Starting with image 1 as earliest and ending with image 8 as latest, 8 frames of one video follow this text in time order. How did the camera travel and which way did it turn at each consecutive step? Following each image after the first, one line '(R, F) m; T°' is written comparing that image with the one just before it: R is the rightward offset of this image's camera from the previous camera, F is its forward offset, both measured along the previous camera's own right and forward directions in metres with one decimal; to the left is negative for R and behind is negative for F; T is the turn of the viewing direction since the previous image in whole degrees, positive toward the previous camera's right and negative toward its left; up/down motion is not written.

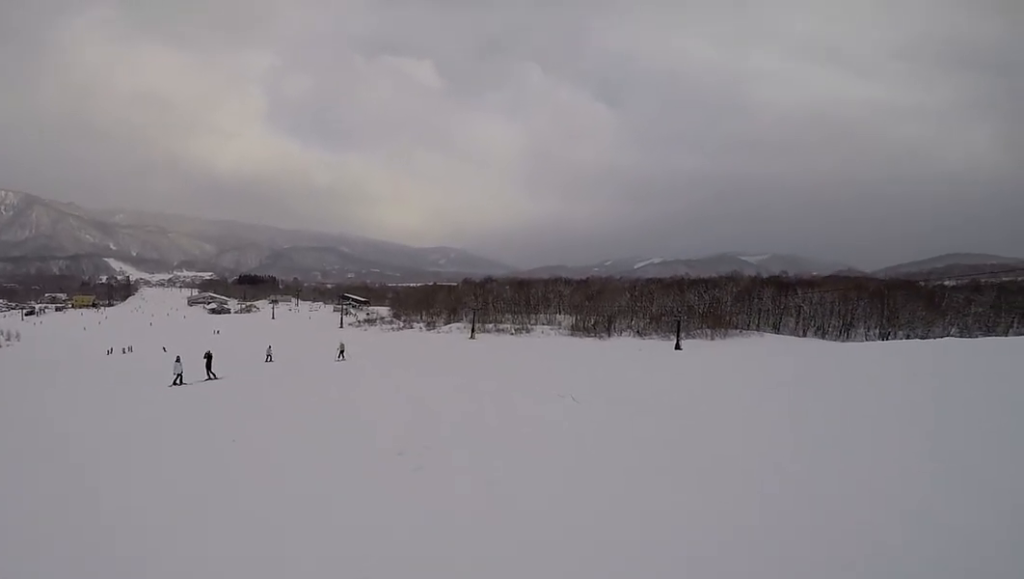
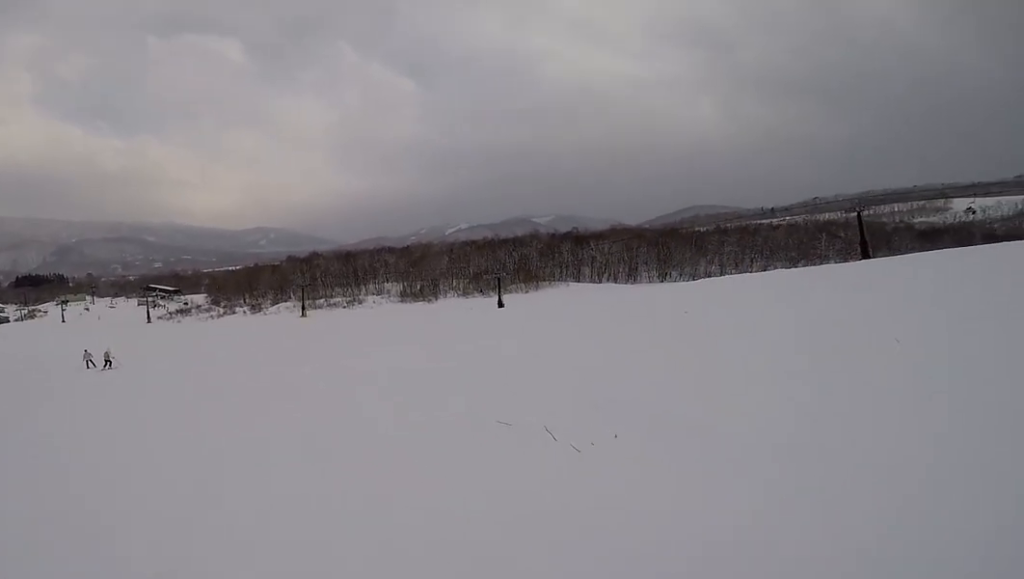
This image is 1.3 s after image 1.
(+1.3, +4.4) m; +8°
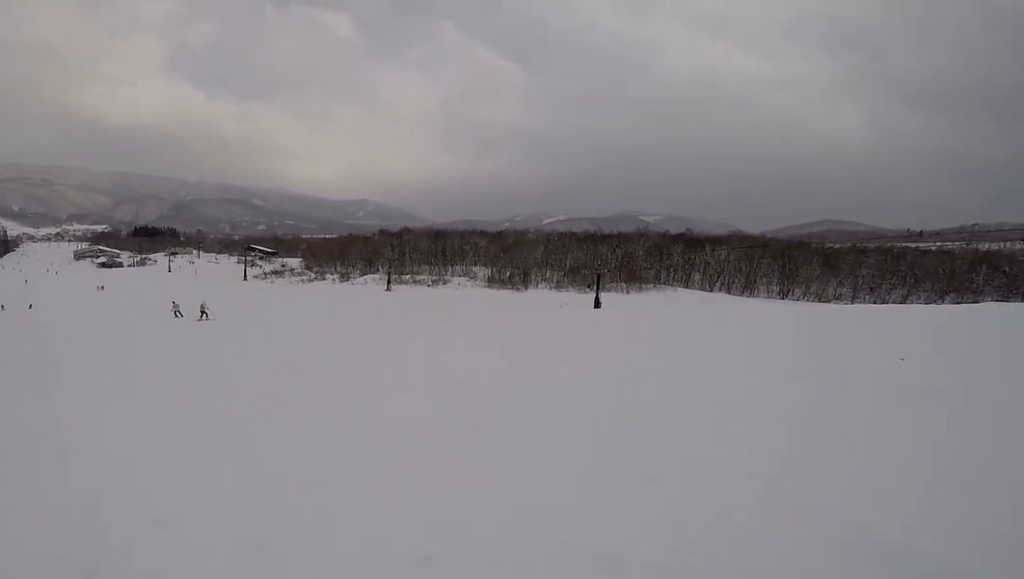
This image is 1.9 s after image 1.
(-0.1, +2.6) m; -11°
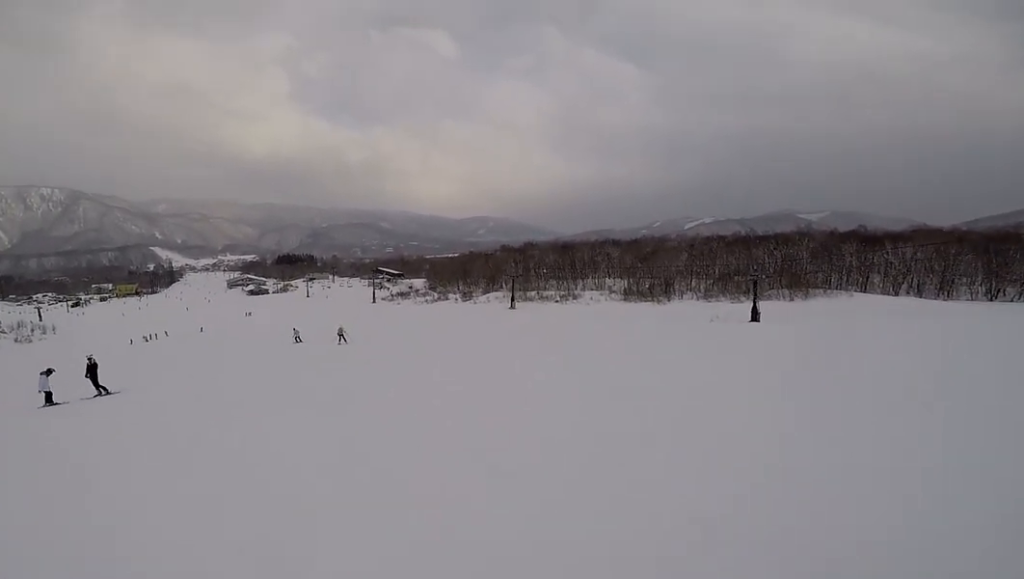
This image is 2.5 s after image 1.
(-0.2, +2.2) m; -12°
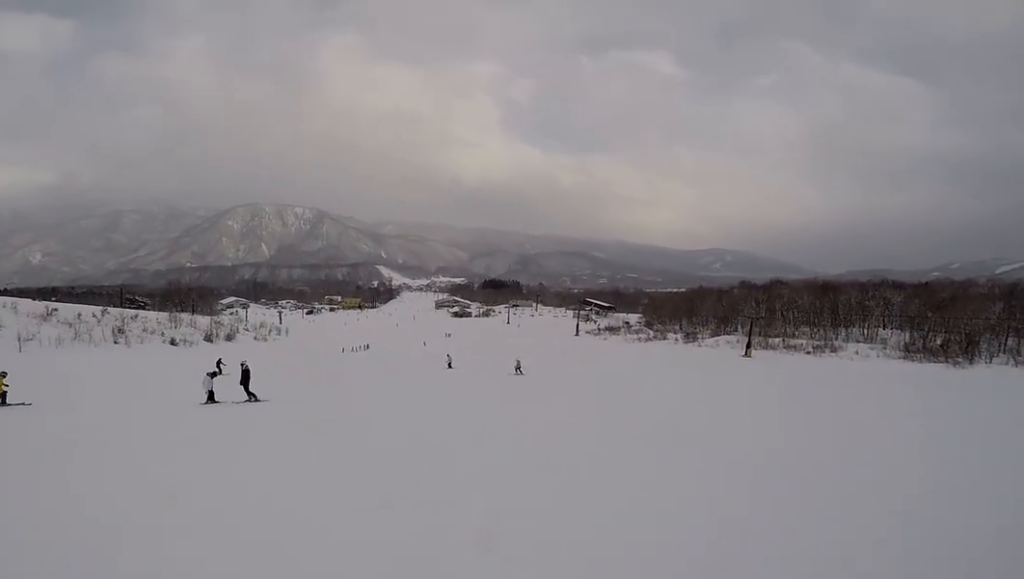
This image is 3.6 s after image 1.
(-1.0, +4.4) m; -12°
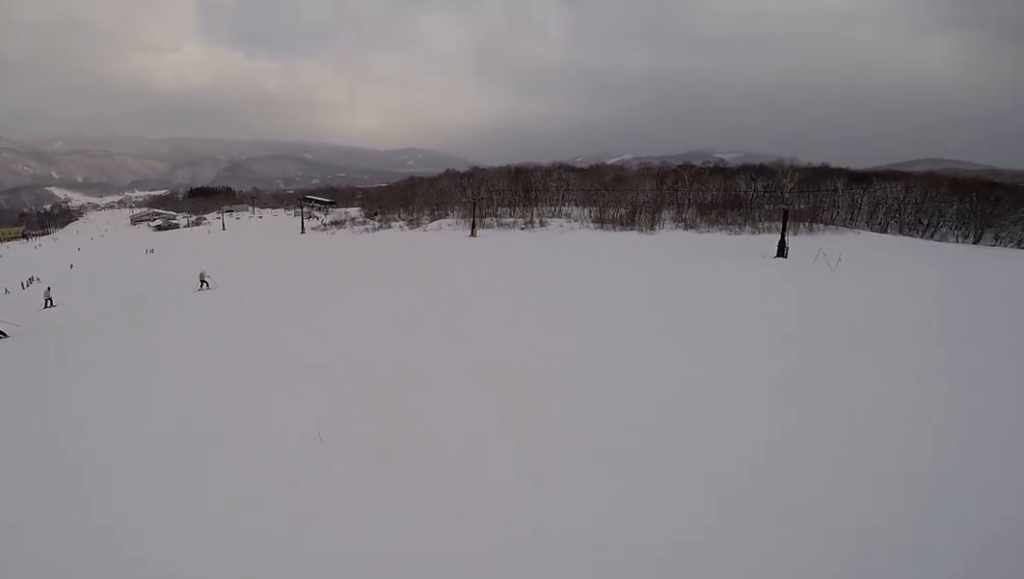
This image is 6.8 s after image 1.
(+1.9, +15.9) m; +14°
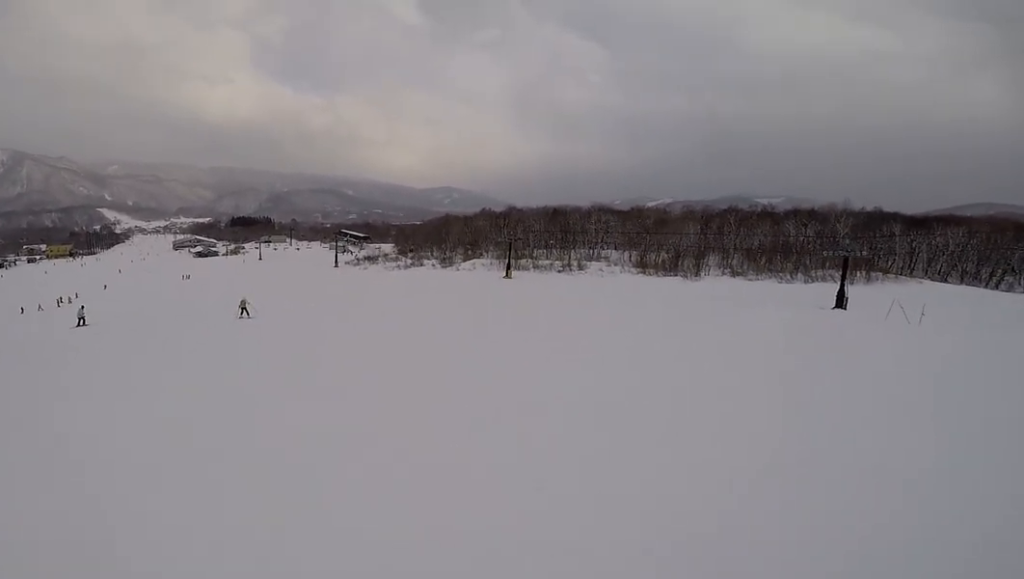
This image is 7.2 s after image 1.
(-0.4, +2.4) m; -7°
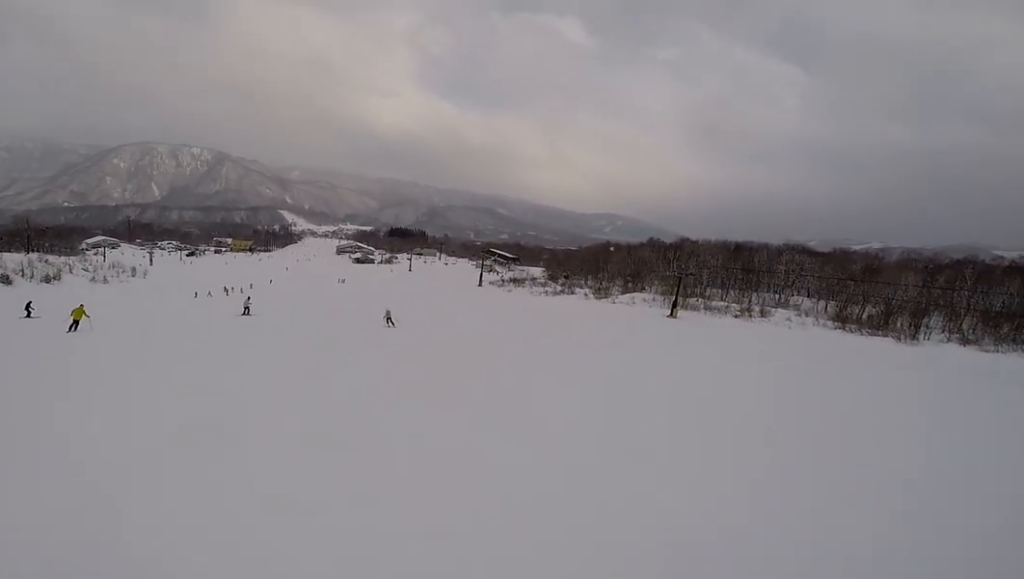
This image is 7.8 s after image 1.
(-0.2, +2.8) m; -9°
